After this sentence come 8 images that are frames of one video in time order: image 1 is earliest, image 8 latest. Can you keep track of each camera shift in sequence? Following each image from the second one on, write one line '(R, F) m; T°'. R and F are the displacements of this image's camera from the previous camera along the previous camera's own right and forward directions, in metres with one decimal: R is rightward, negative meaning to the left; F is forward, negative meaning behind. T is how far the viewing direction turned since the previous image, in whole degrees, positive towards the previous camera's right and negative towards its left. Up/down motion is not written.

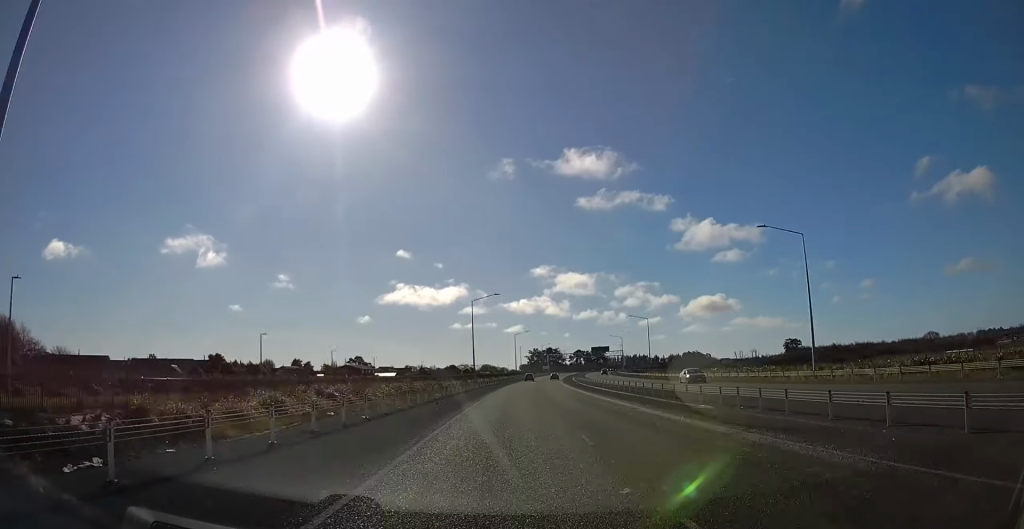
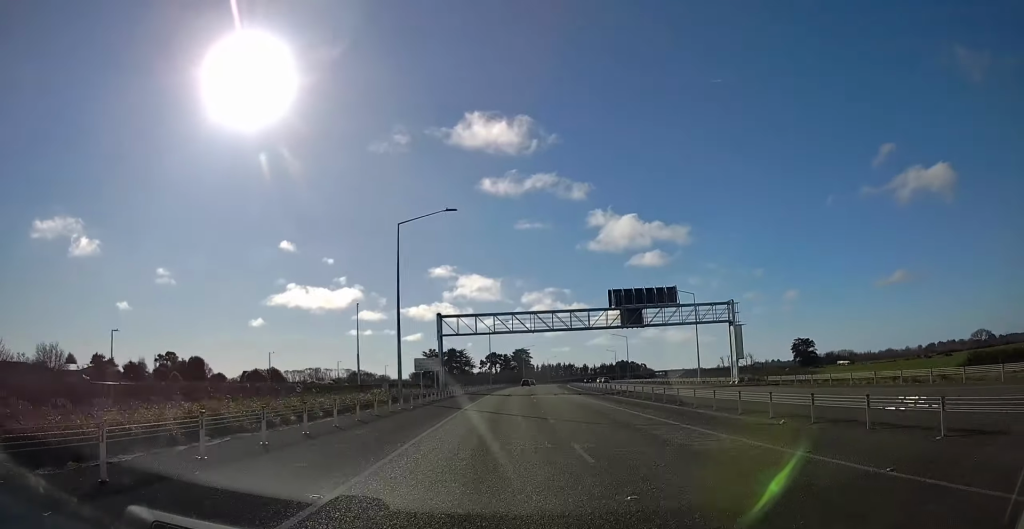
(+16.4, +211.5) m; +6°
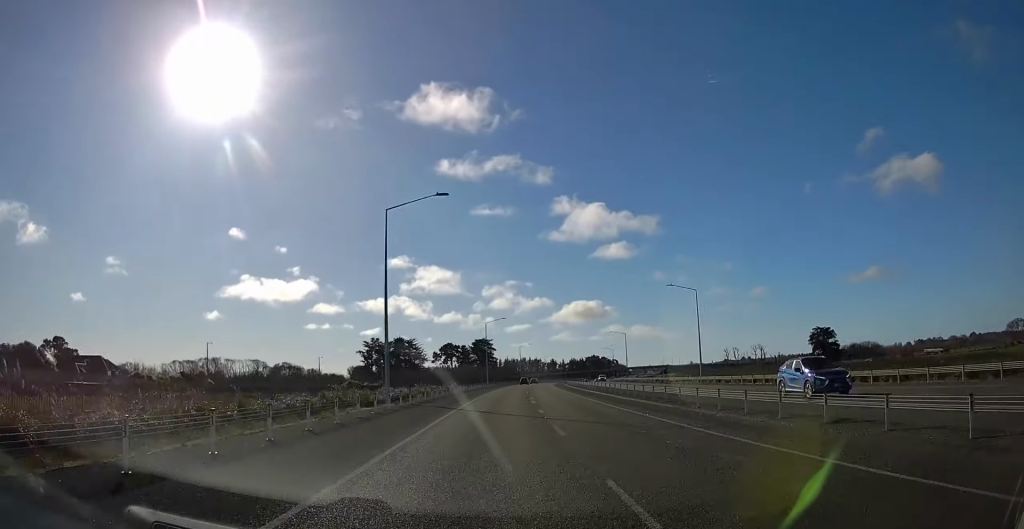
(0.0, +85.0) m; +2°
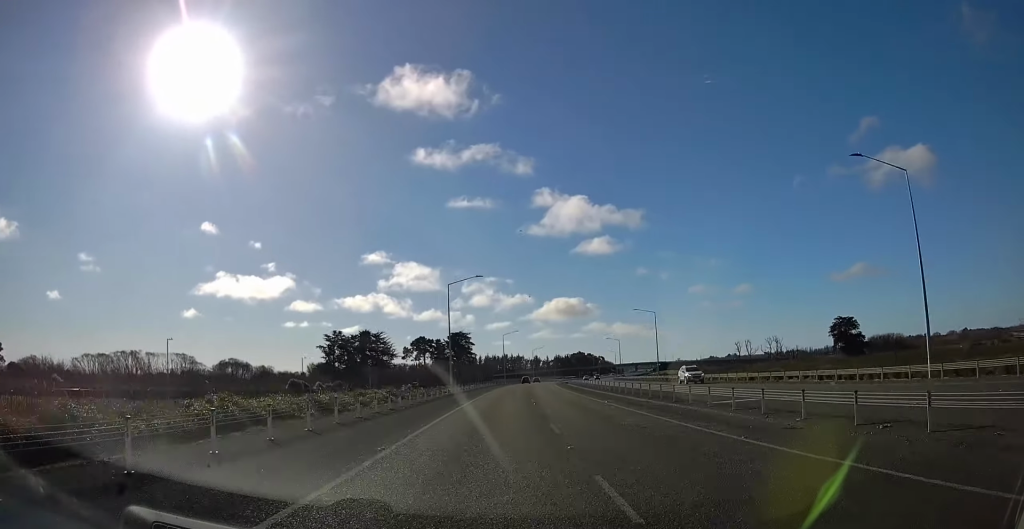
(-1.7, +49.5) m; +2°
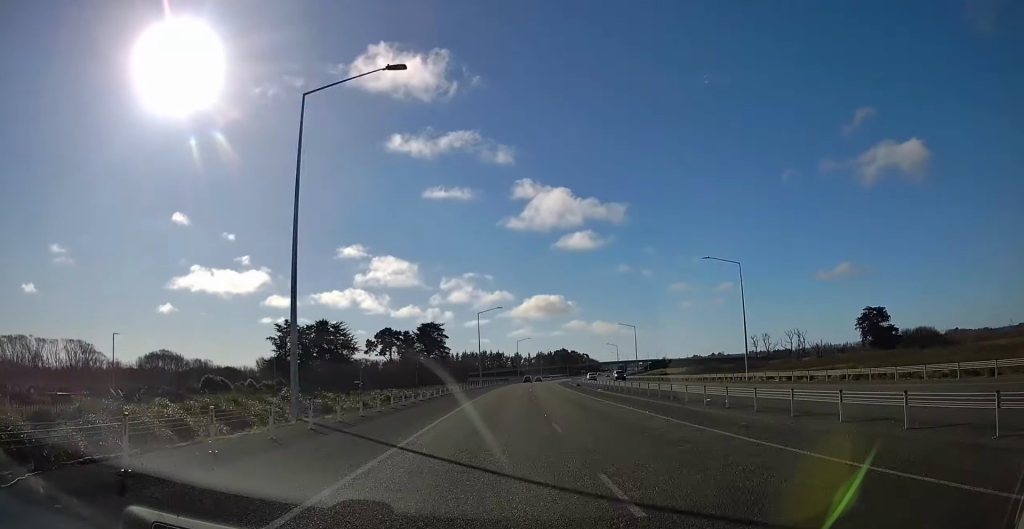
(+2.9, +49.7) m; +3°
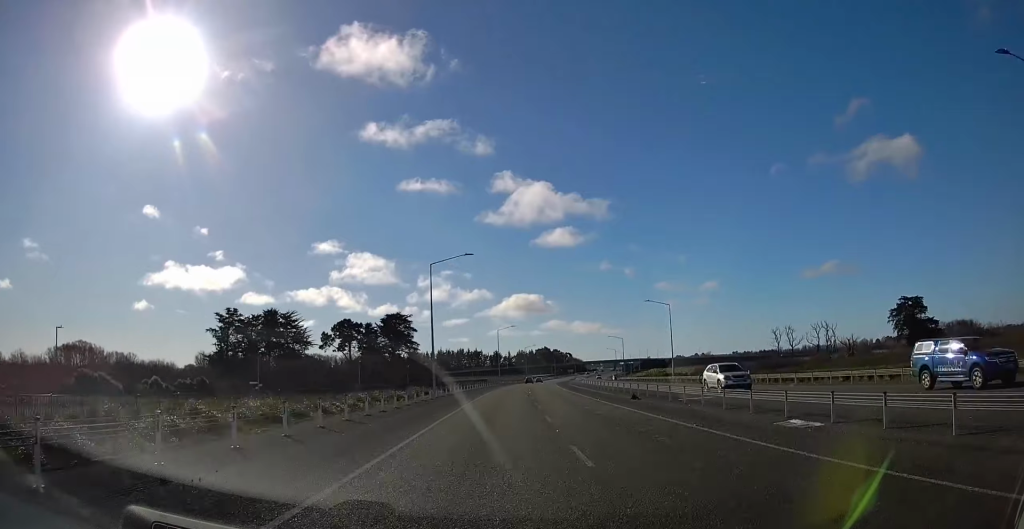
(+1.0, +46.3) m; +3°
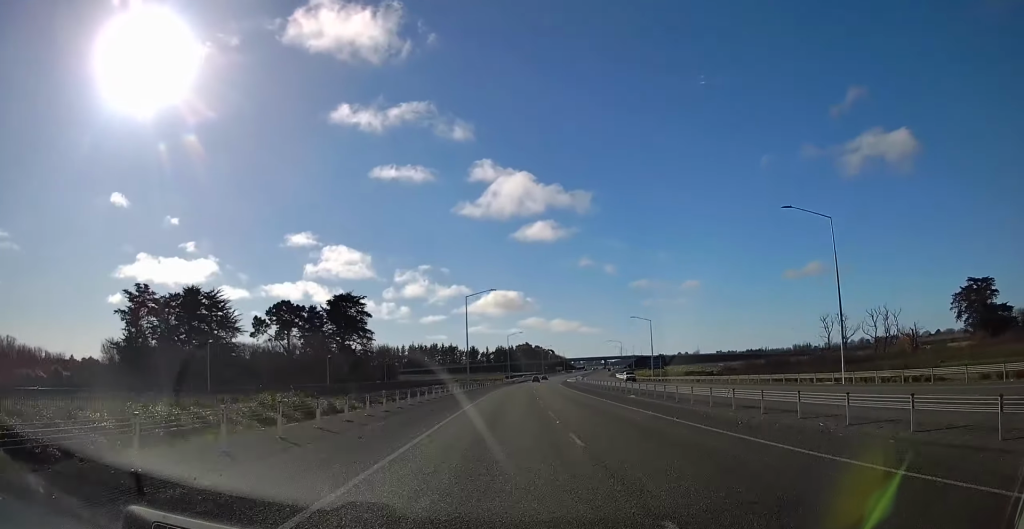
(+1.9, +56.9) m; +2°
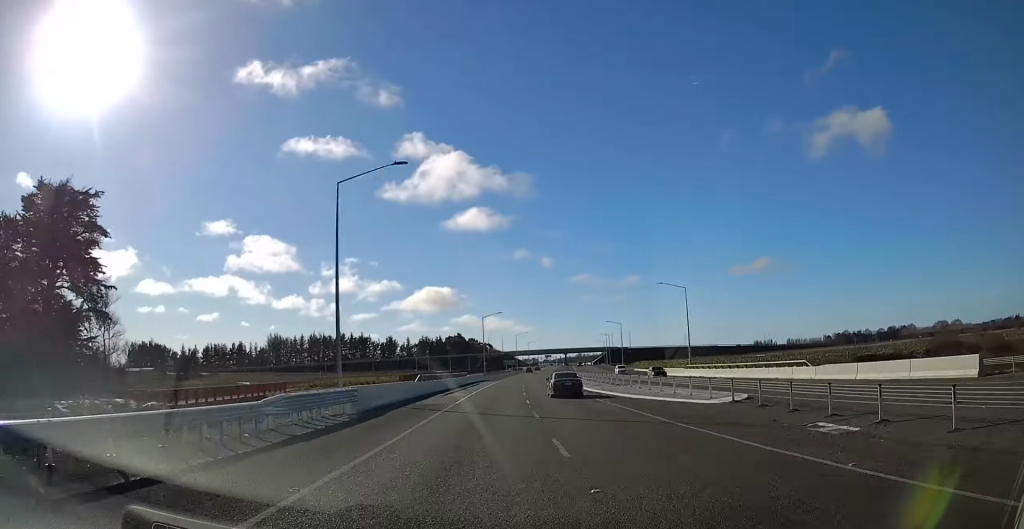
(+5.9, +131.6) m; +5°
